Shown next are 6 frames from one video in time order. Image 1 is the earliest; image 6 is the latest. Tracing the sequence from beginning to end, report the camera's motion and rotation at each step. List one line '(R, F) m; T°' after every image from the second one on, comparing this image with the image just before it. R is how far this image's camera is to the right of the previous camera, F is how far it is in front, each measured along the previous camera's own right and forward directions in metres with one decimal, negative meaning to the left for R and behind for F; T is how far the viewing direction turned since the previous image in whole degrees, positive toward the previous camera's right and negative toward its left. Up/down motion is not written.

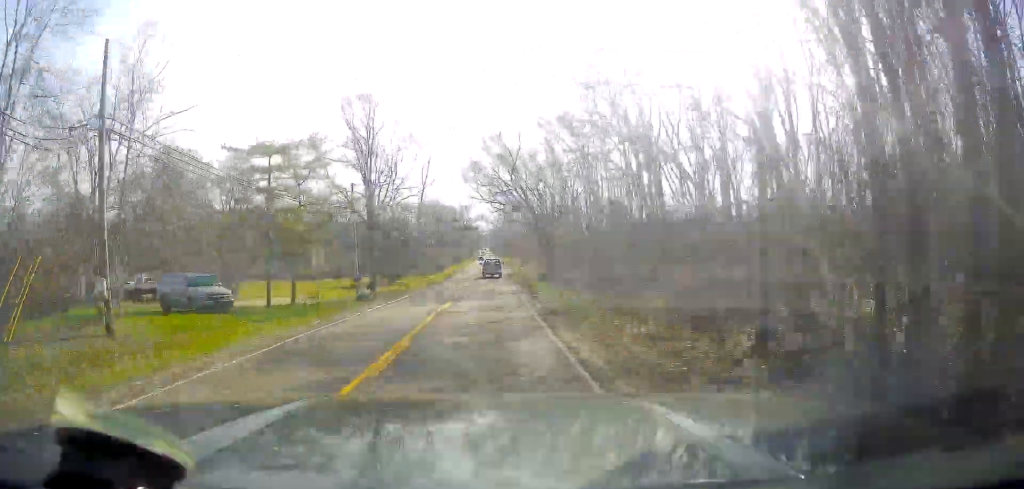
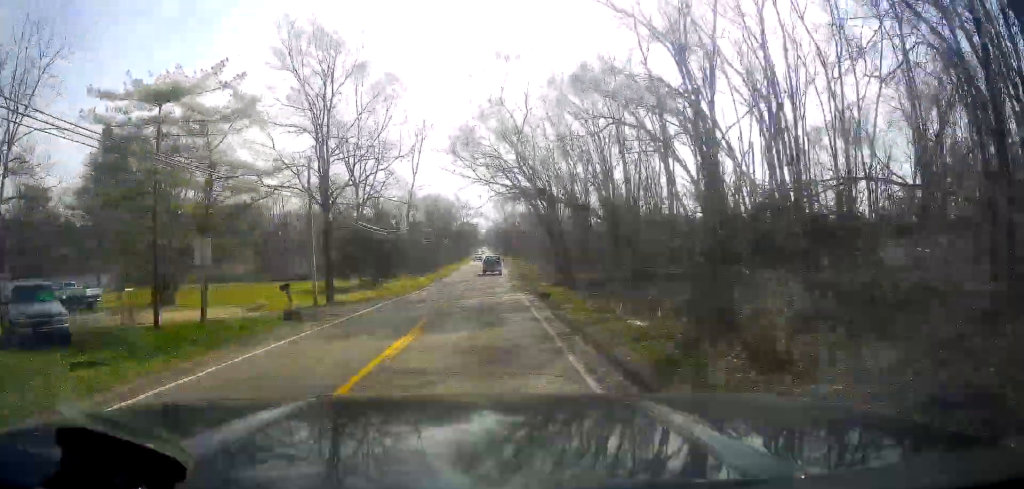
(+0.5, +11.2) m; +1°
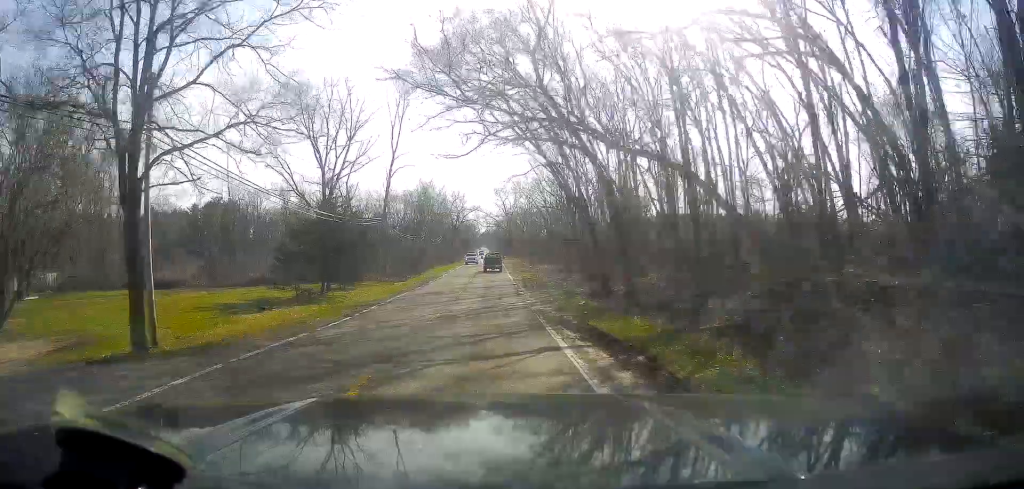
(-0.1, +18.1) m; 0°
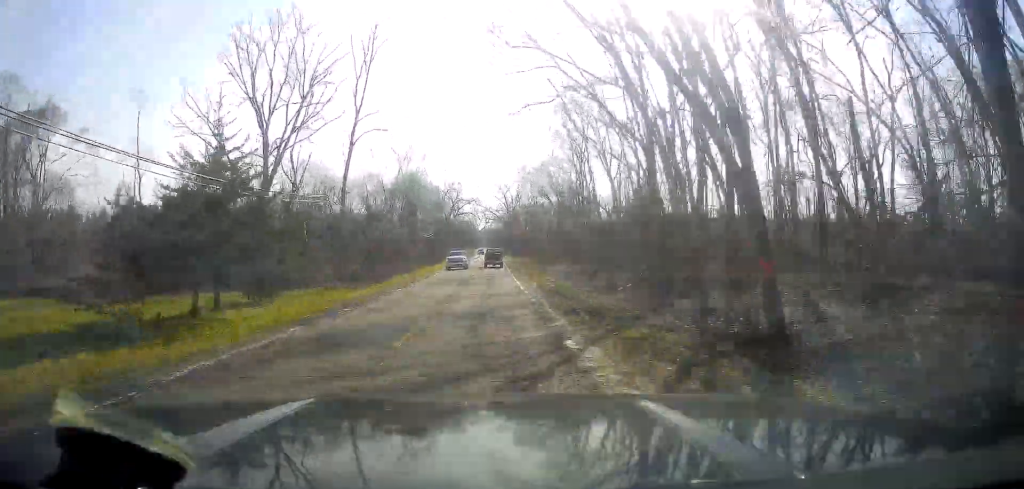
(-0.2, +19.4) m; 0°
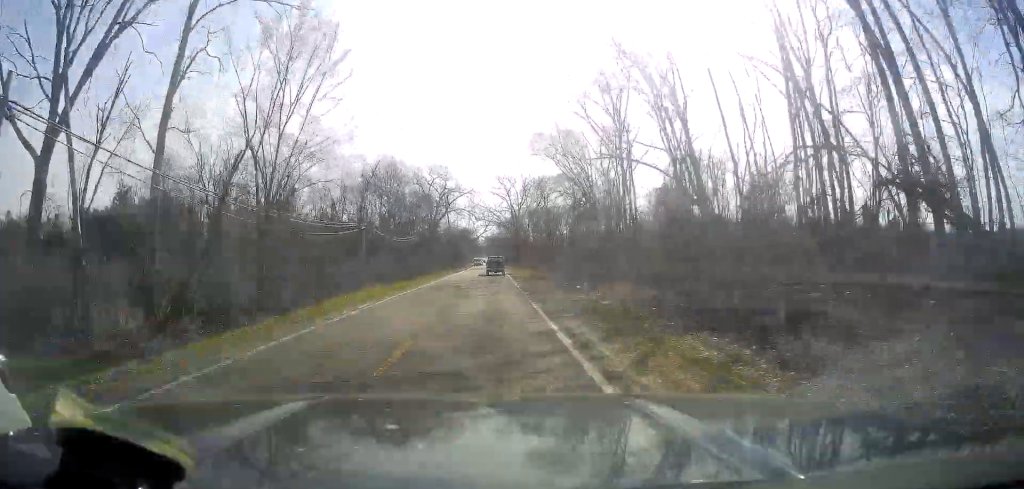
(+0.5, +30.3) m; +1°
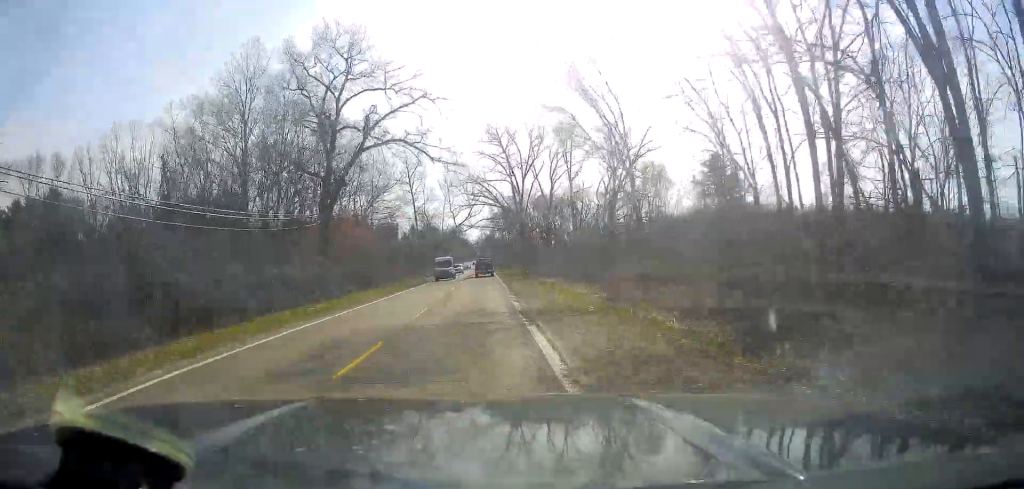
(+0.1, +54.0) m; 0°
